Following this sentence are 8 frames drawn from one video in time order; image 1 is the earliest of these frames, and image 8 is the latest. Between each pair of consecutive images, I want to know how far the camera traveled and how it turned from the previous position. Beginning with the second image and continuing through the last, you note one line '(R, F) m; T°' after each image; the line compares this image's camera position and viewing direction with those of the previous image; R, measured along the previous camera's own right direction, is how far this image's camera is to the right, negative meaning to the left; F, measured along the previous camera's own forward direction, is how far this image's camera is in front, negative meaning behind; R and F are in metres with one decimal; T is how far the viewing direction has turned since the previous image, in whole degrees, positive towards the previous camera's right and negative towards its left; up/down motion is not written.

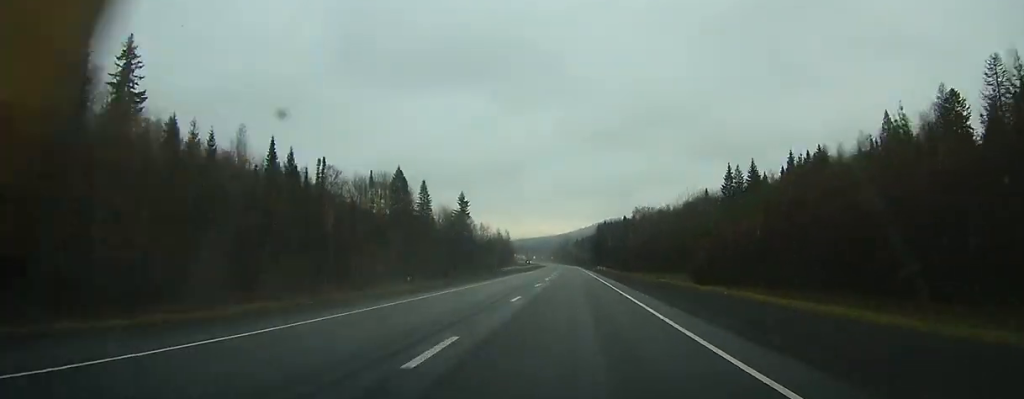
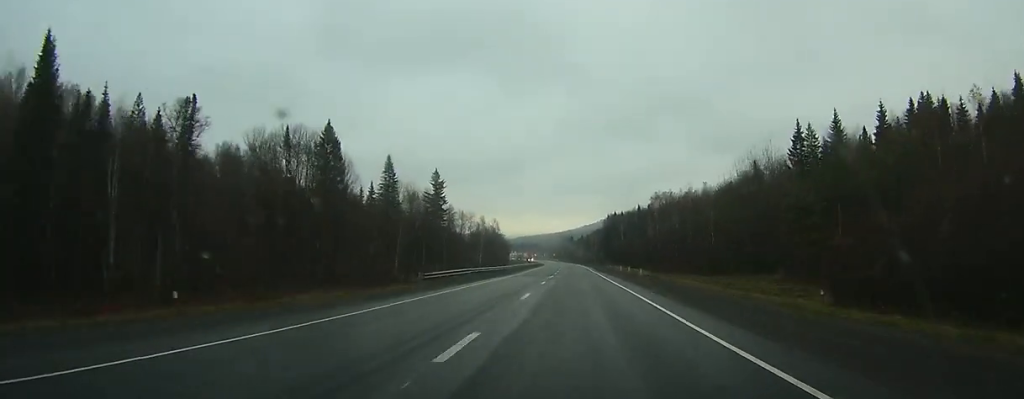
(-0.4, +47.2) m; -1°
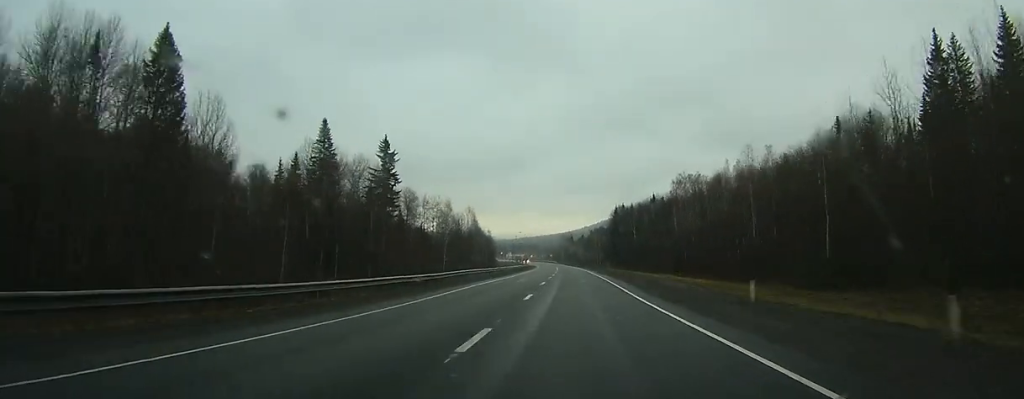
(-0.2, +47.0) m; 0°
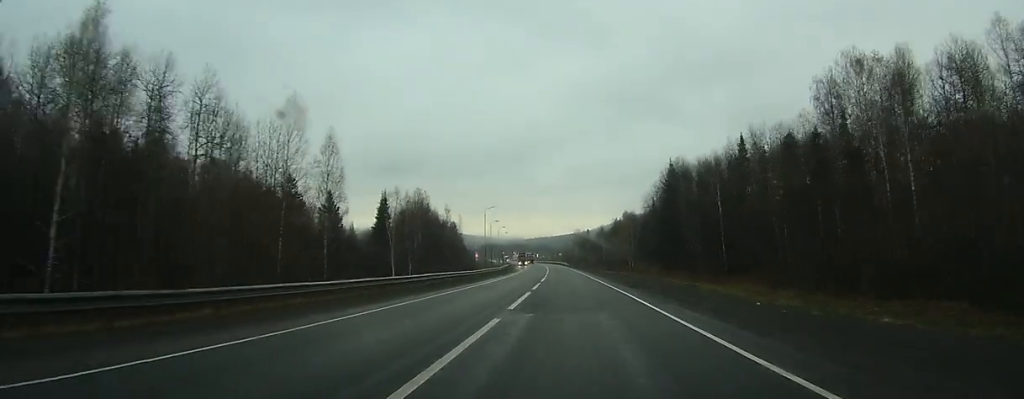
(-0.2, +97.9) m; -1°
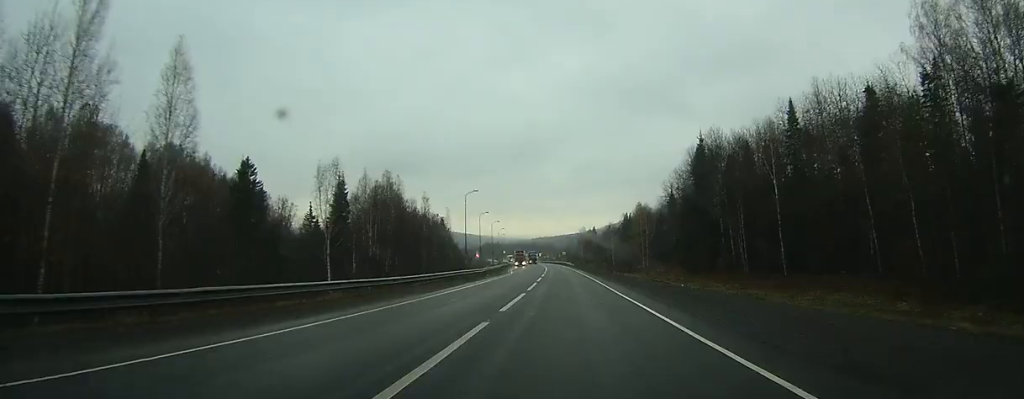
(-0.1, +24.5) m; -1°
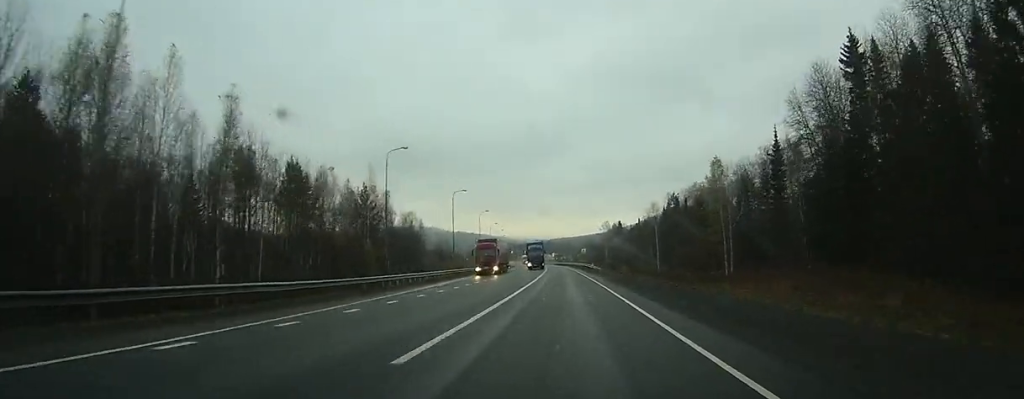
(-1.2, +69.2) m; -2°
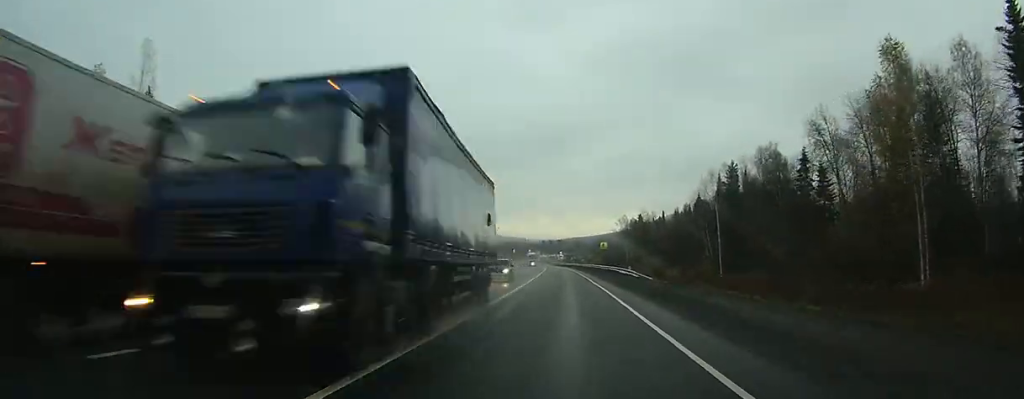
(-0.4, +49.3) m; -1°
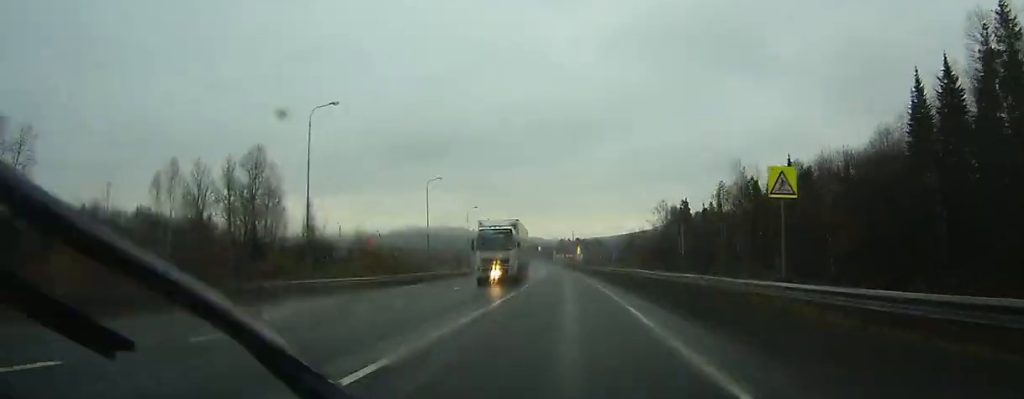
(-0.8, +70.1) m; -2°
